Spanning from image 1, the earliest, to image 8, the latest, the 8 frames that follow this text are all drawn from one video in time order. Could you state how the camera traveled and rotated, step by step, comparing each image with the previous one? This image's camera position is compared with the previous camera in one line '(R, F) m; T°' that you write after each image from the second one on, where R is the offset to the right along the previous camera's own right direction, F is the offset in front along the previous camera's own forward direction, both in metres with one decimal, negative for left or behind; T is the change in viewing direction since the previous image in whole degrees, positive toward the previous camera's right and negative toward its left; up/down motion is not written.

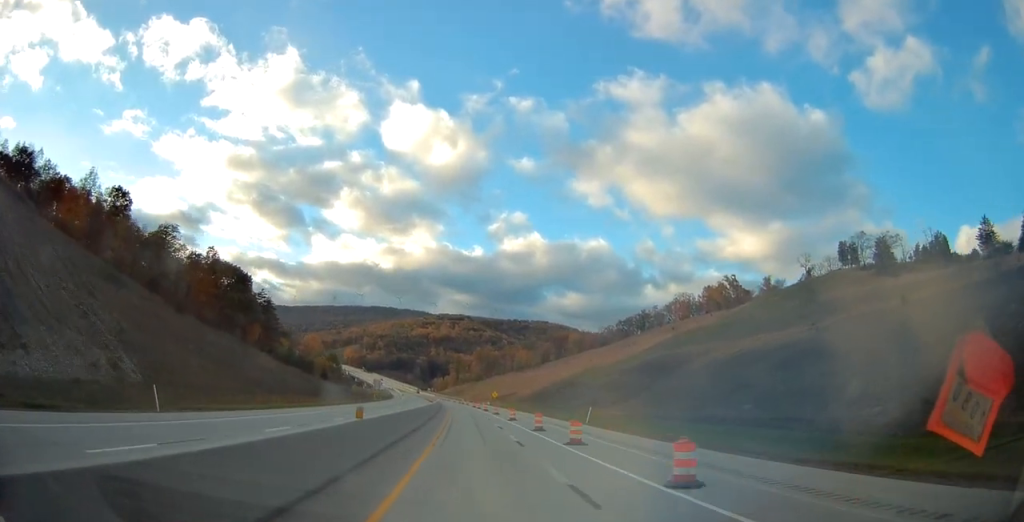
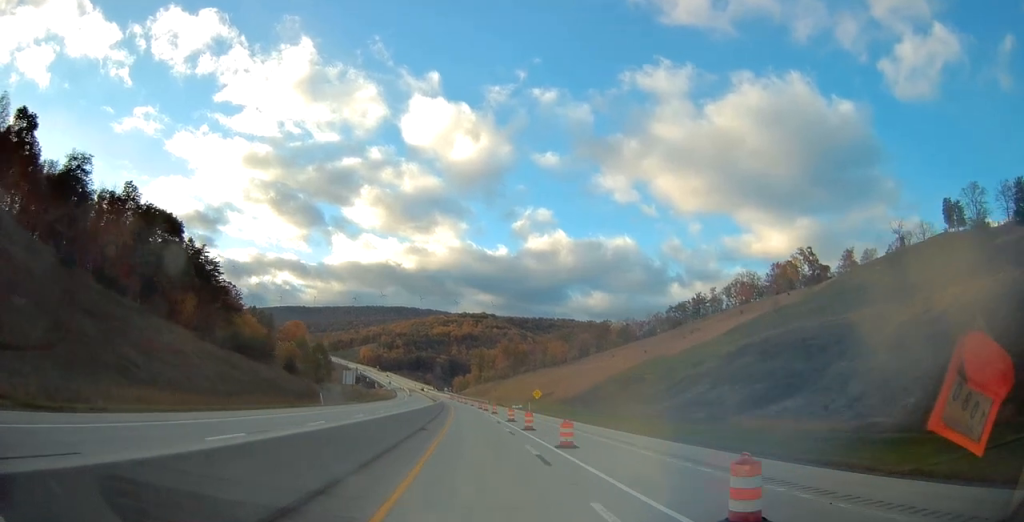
(-0.4, +55.3) m; -1°
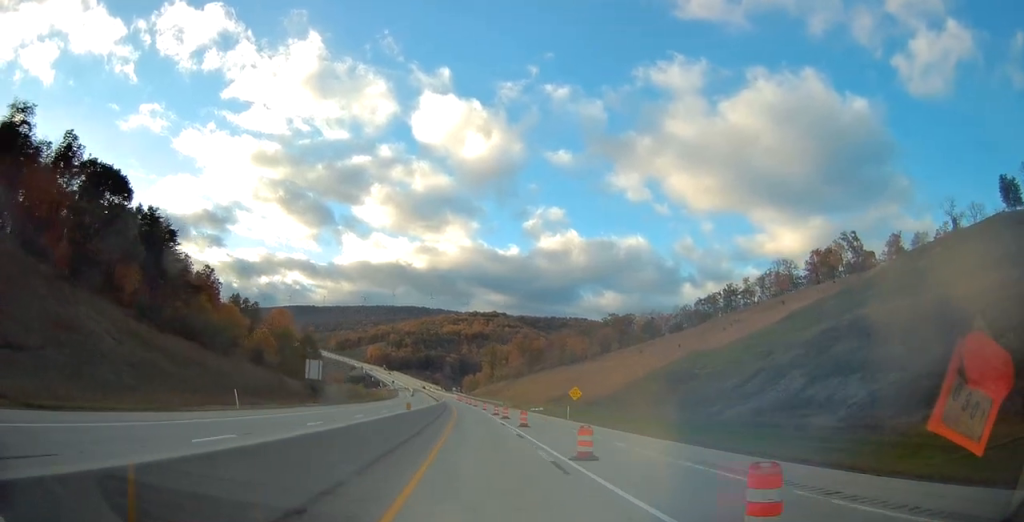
(-0.4, +26.6) m; -2°
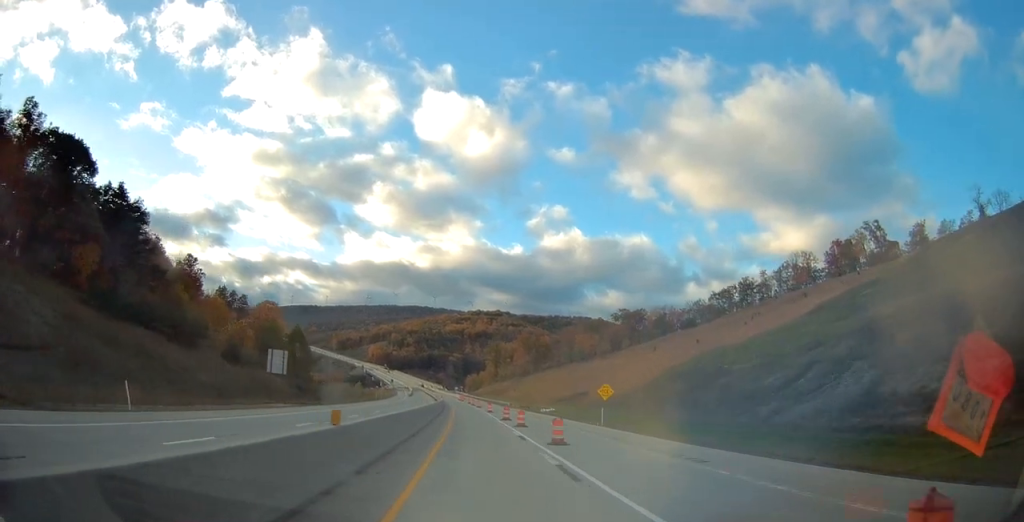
(-0.2, +14.2) m; -1°
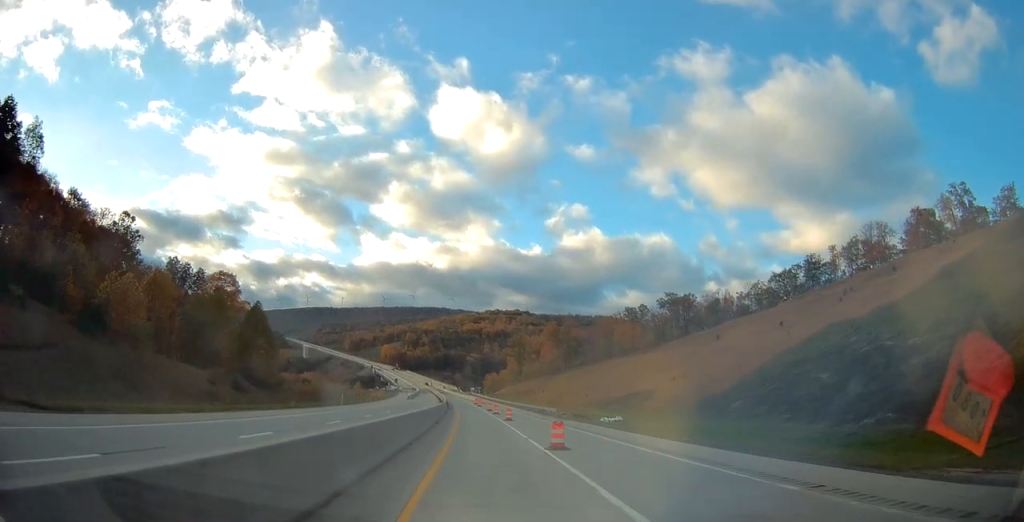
(-0.4, +43.7) m; -1°
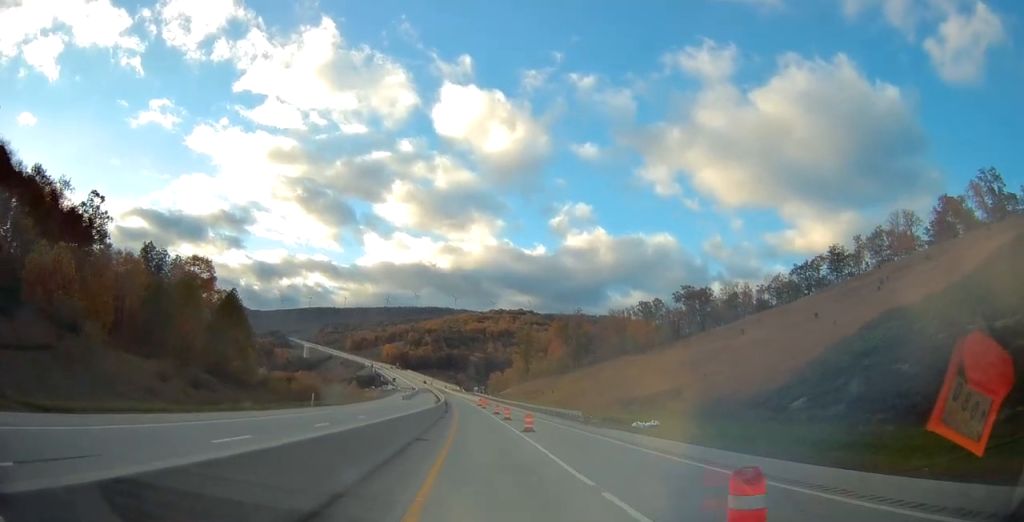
(+0.1, +14.7) m; 0°
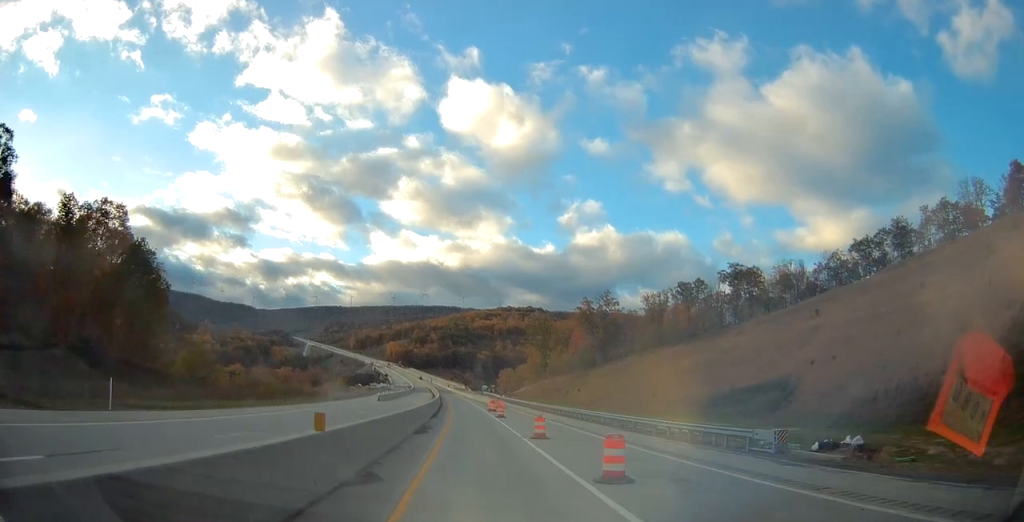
(-0.5, +35.6) m; -1°
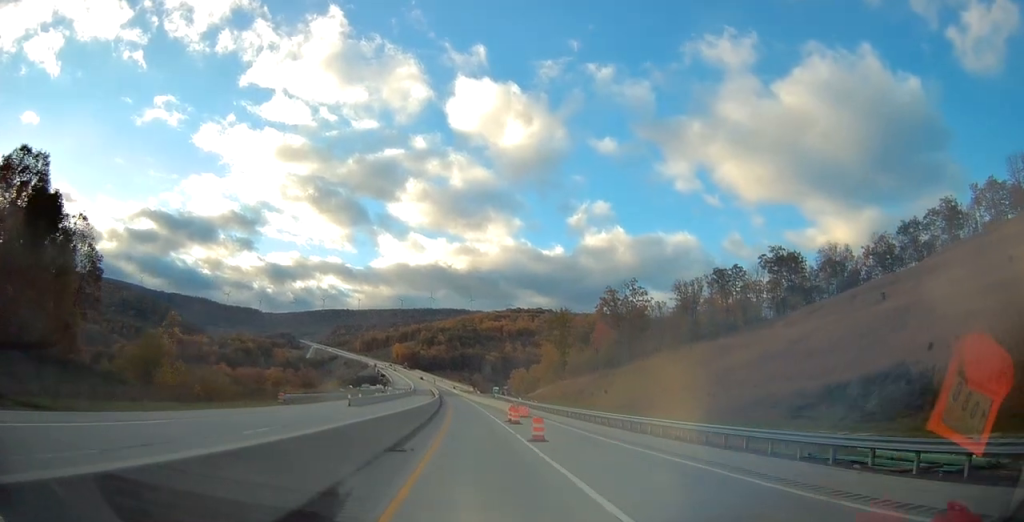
(-0.1, +22.5) m; 0°
